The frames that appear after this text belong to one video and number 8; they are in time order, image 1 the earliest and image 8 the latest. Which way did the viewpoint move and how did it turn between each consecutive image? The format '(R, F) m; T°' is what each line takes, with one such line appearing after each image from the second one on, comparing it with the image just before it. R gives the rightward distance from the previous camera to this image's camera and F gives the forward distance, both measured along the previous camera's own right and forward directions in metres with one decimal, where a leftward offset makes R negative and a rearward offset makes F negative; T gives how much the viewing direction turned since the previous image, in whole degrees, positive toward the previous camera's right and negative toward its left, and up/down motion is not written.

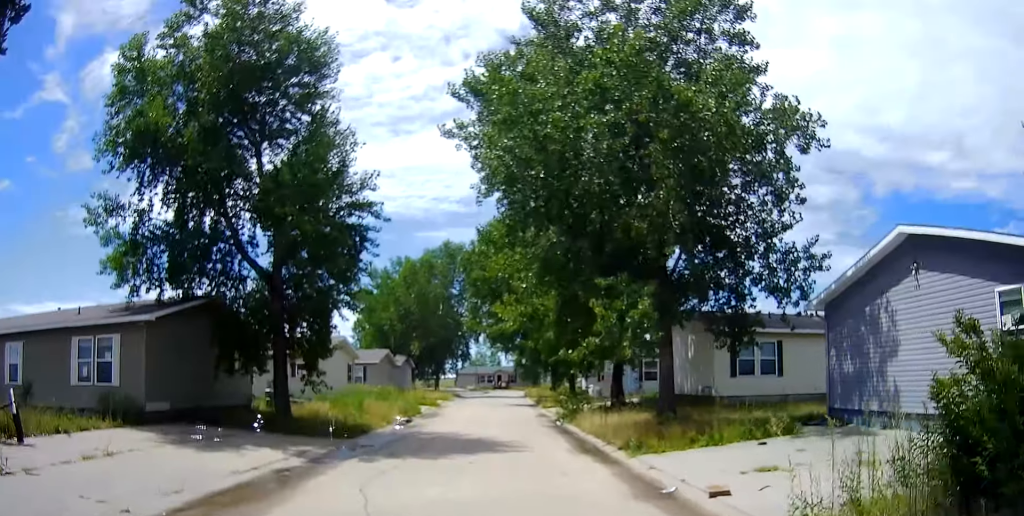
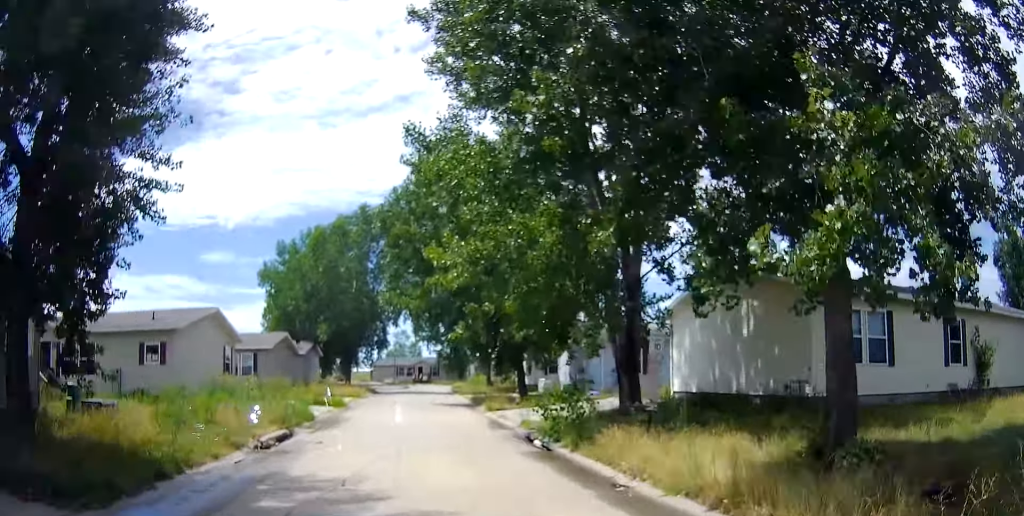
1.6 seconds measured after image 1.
(+1.5, +11.4) m; +11°
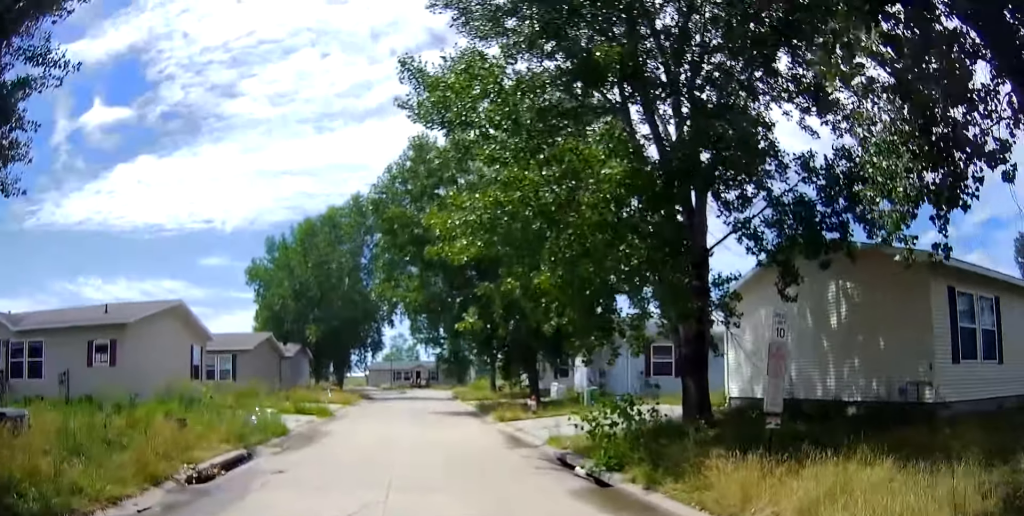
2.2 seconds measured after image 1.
(+0.1, +4.4) m; 0°
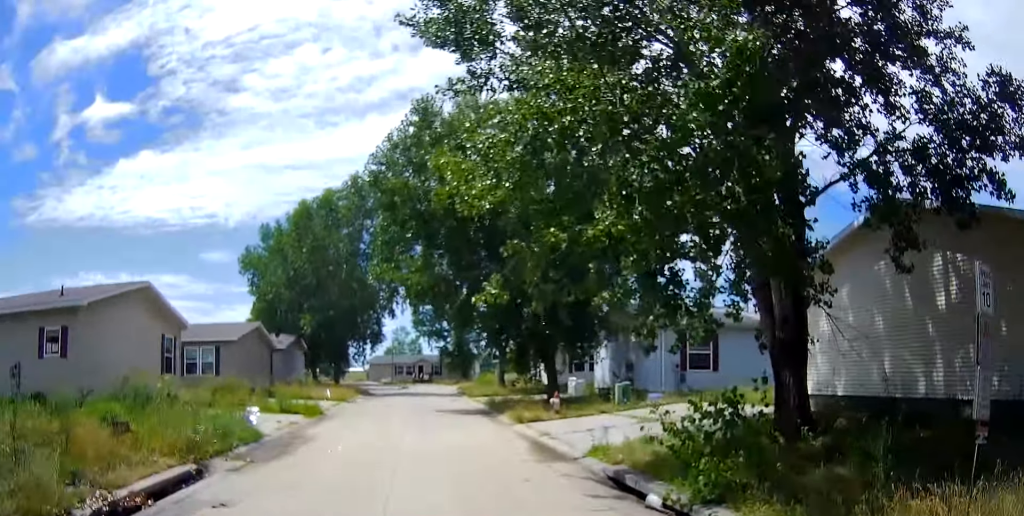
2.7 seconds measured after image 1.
(+0.1, +3.5) m; -2°
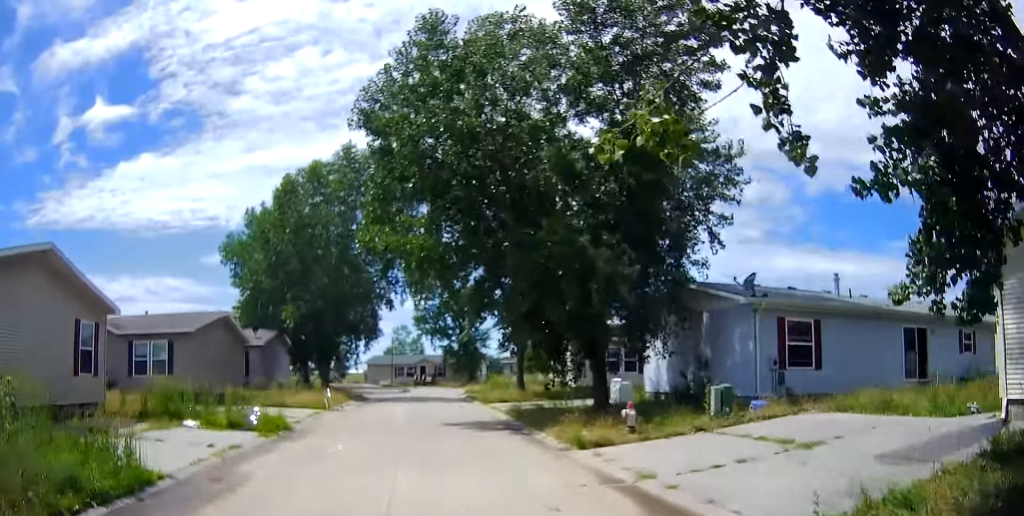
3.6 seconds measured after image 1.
(-0.4, +6.6) m; -1°
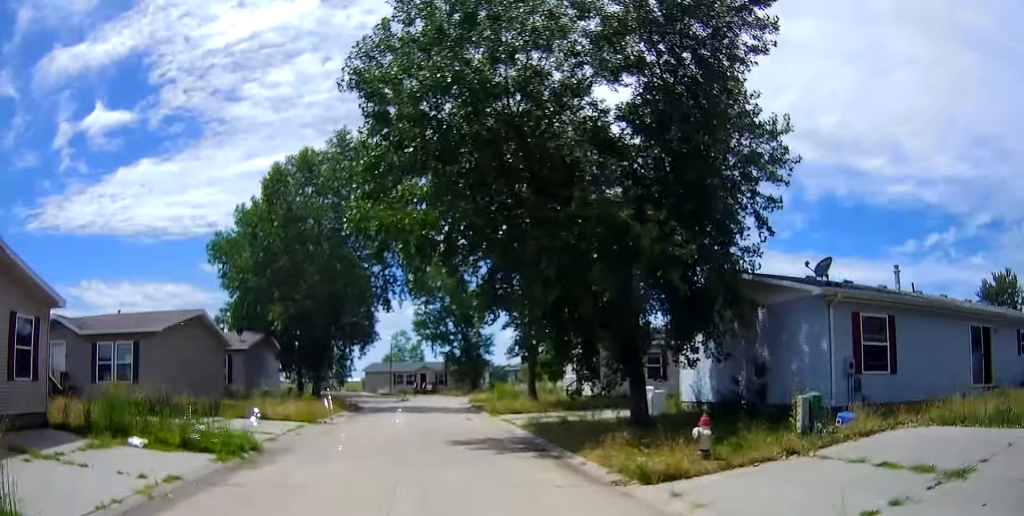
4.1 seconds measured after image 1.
(-0.1, +3.4) m; +1°
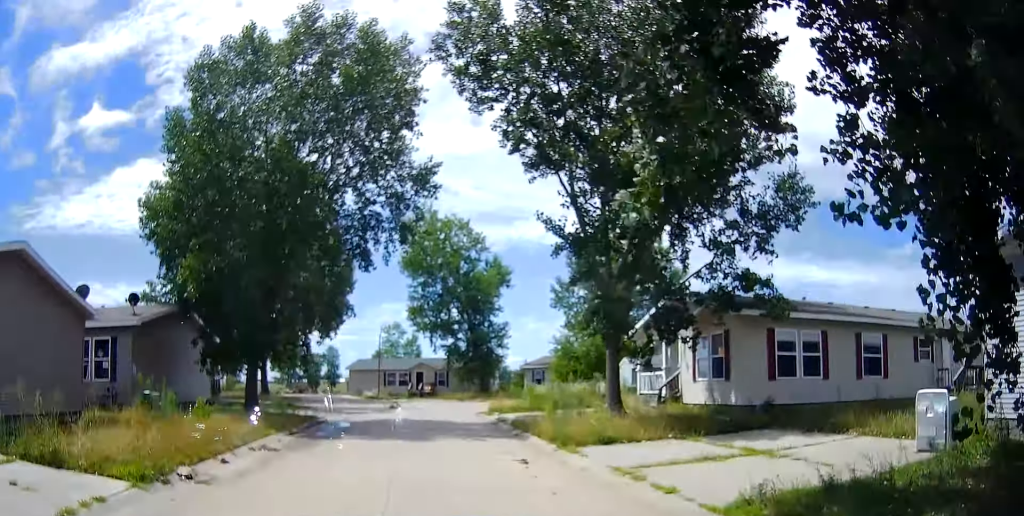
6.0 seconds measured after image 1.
(+0.9, +13.7) m; +4°
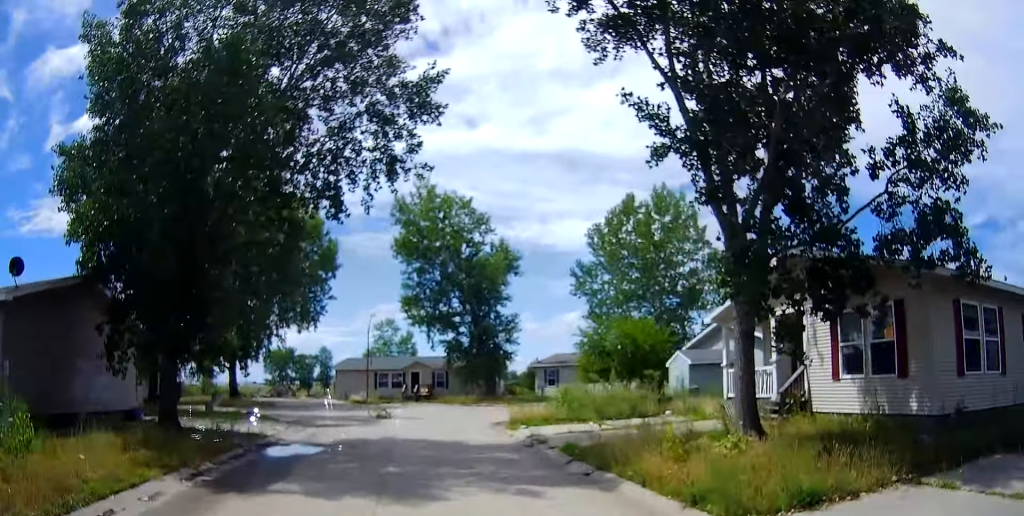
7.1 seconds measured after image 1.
(+0.2, +7.9) m; +5°
